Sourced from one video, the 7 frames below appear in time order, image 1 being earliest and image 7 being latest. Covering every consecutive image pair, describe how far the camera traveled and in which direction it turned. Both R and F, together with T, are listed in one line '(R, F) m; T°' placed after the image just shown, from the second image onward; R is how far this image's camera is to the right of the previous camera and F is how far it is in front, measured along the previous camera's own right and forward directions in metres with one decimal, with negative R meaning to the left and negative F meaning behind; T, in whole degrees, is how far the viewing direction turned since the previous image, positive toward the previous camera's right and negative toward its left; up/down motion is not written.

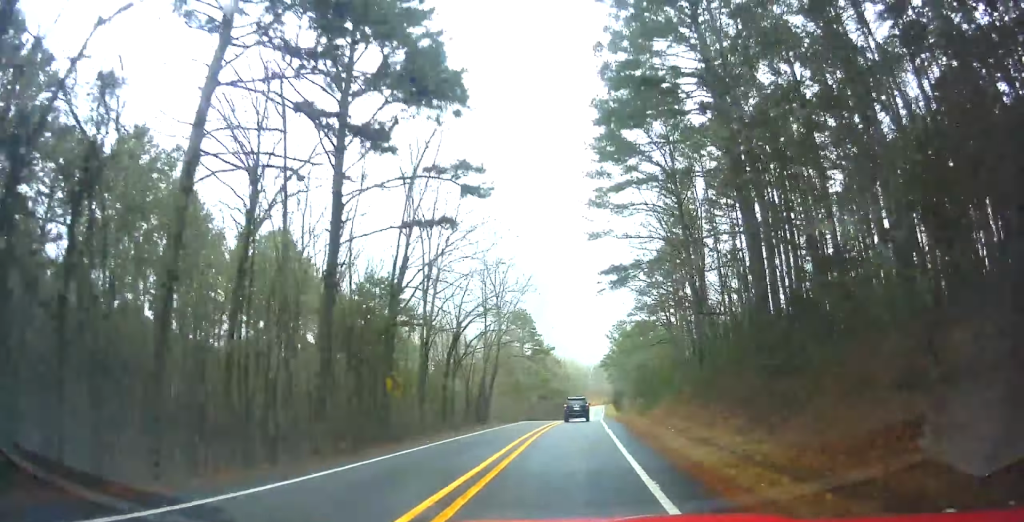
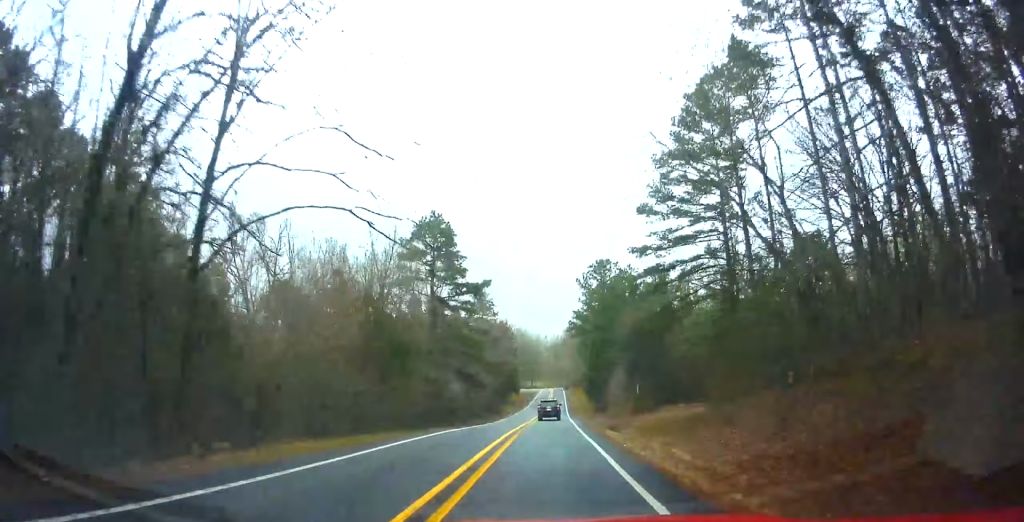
(+7.0, +40.5) m; +12°
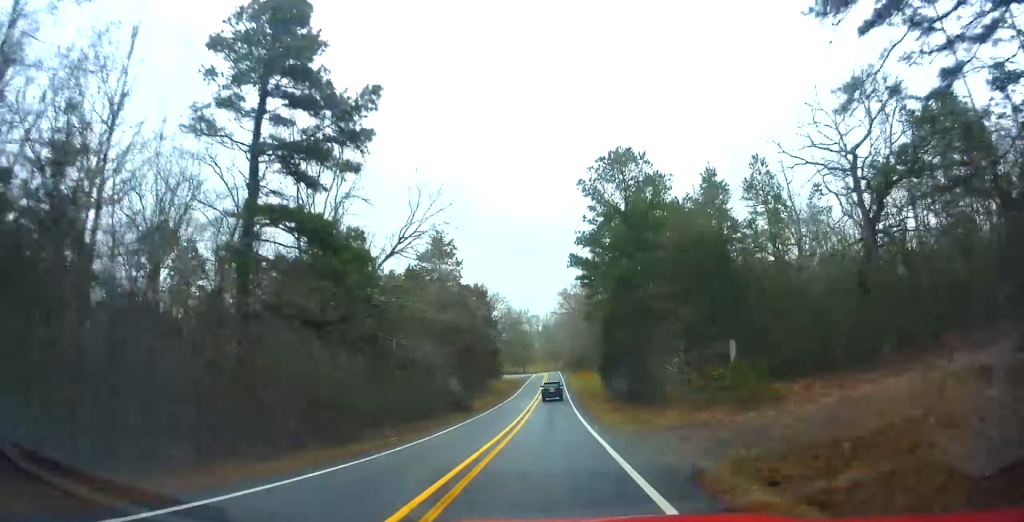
(+1.8, +28.7) m; +3°
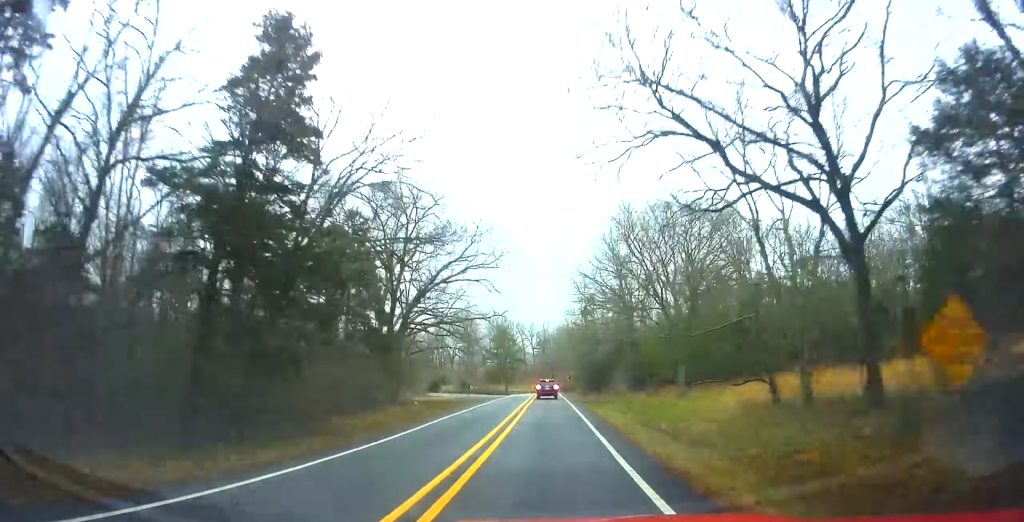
(+2.1, +64.0) m; +2°
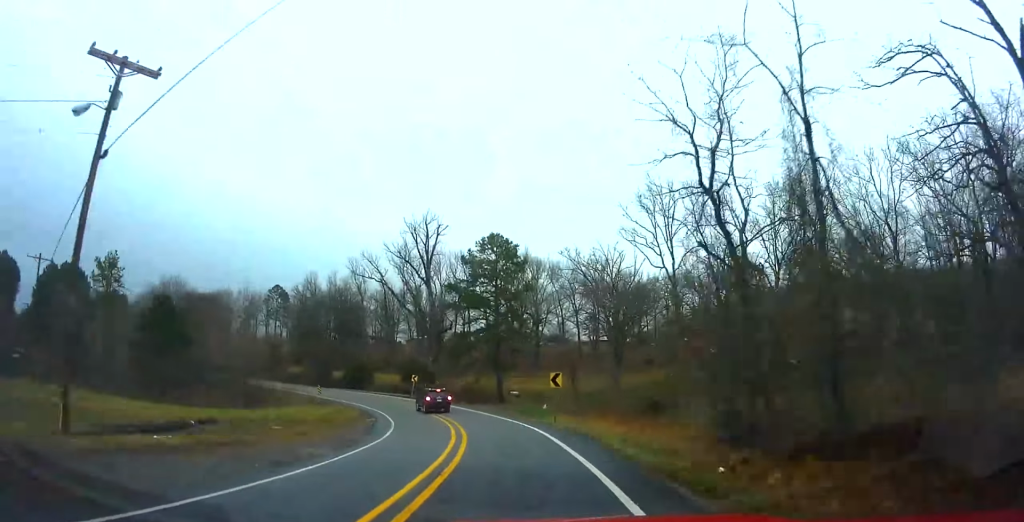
(-2.4, +93.6) m; -8°
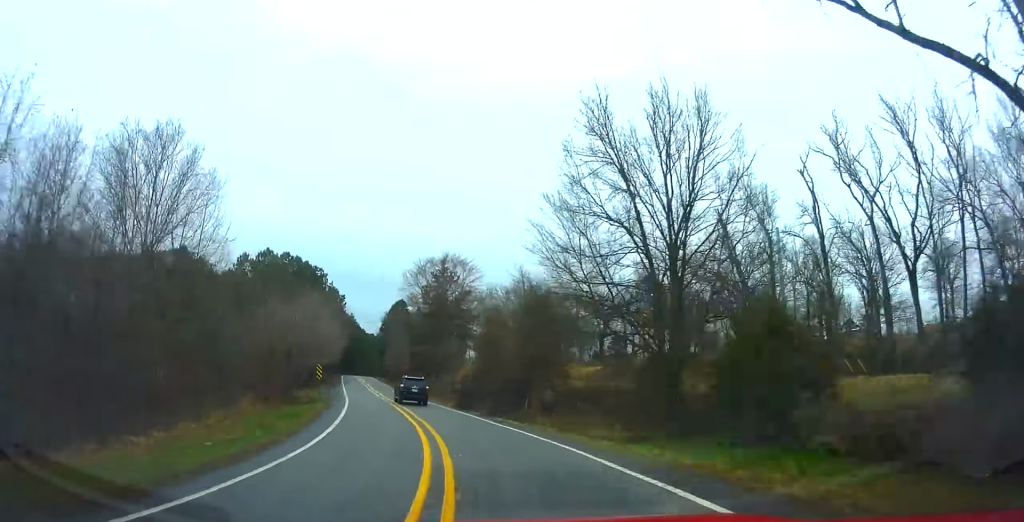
(-11.0, +66.4) m; -24°
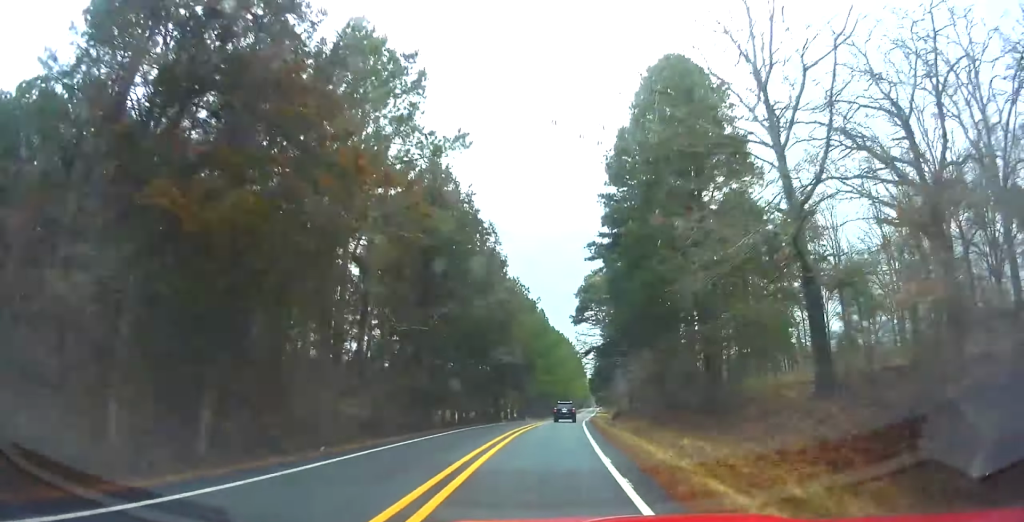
(-47.8, +103.0) m; -34°
